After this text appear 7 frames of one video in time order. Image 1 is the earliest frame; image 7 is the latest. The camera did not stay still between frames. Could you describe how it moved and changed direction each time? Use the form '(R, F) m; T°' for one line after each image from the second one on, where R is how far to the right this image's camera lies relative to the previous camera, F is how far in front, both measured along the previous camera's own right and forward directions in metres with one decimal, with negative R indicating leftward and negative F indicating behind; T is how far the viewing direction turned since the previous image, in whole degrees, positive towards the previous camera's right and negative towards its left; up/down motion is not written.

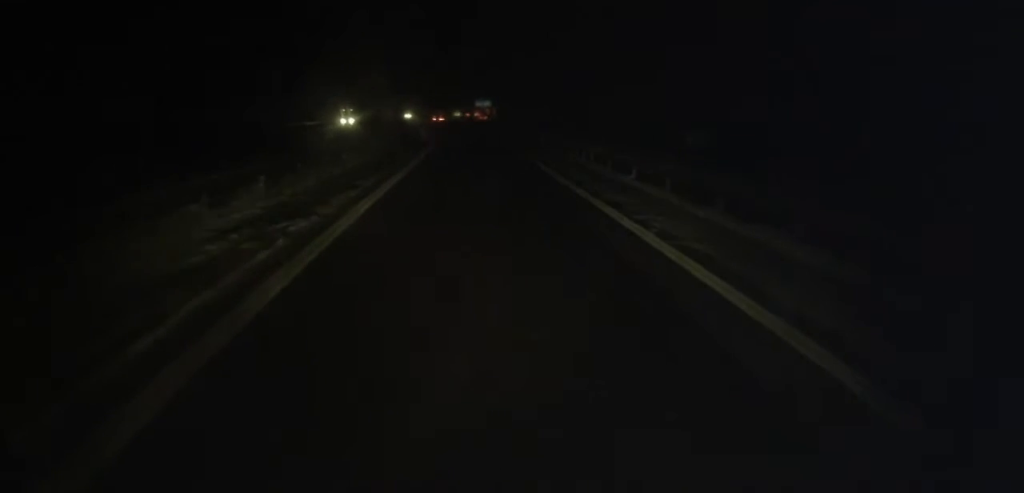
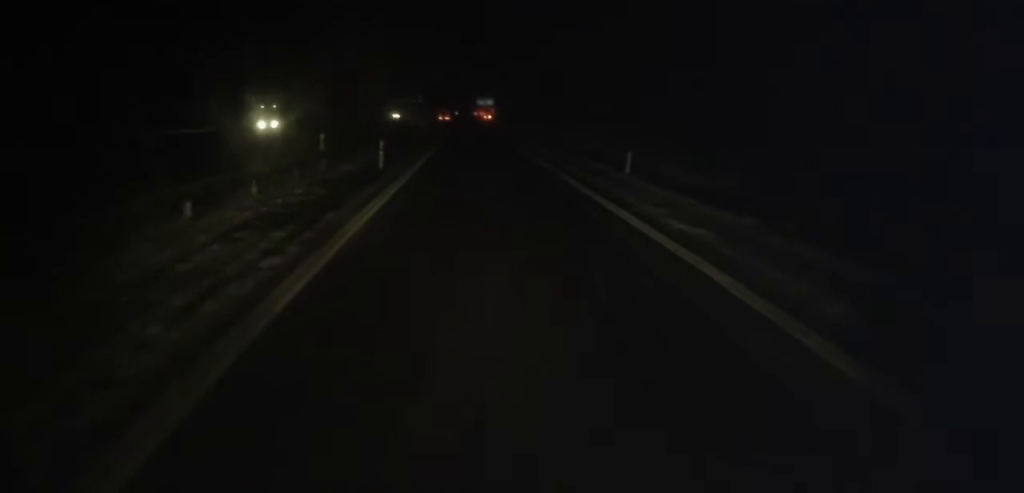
(+0.1, +25.7) m; 0°
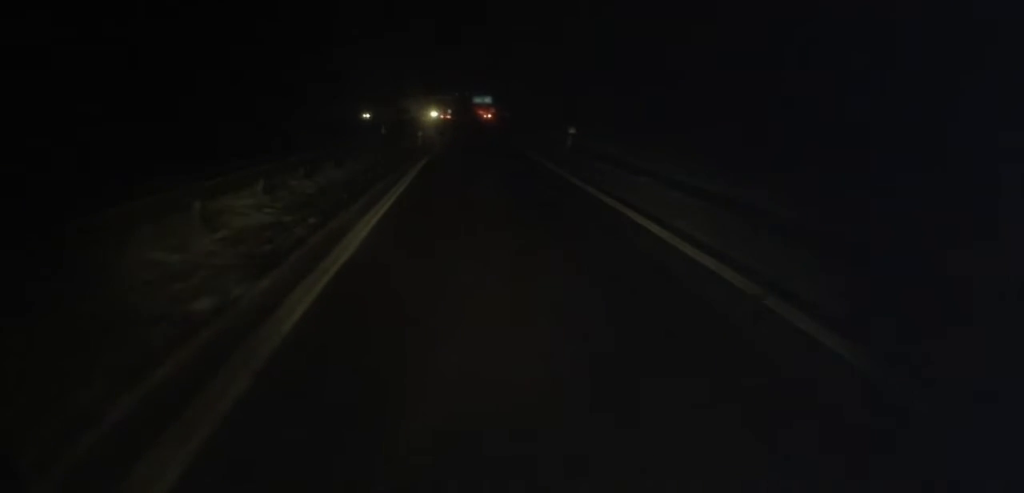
(+0.2, +31.9) m; 0°
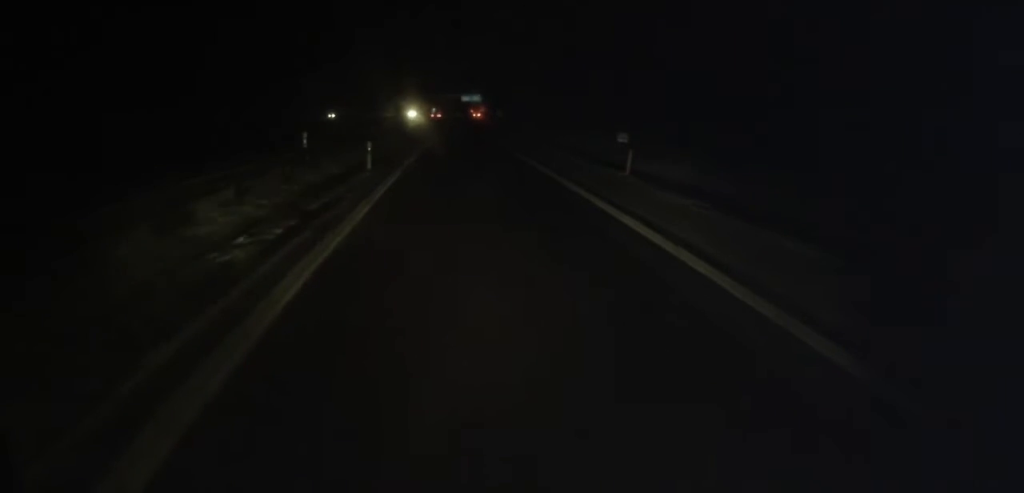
(-0.2, +17.2) m; +1°
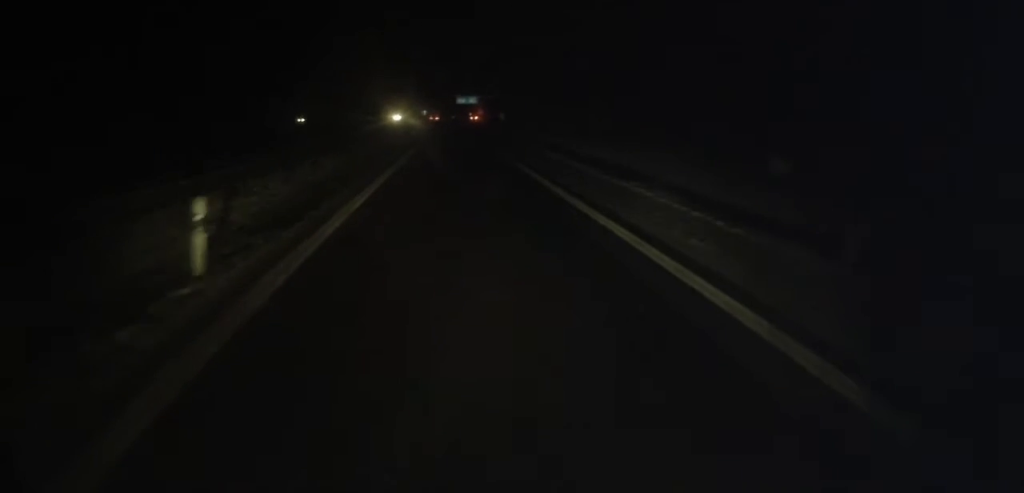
(+0.5, +14.8) m; +2°
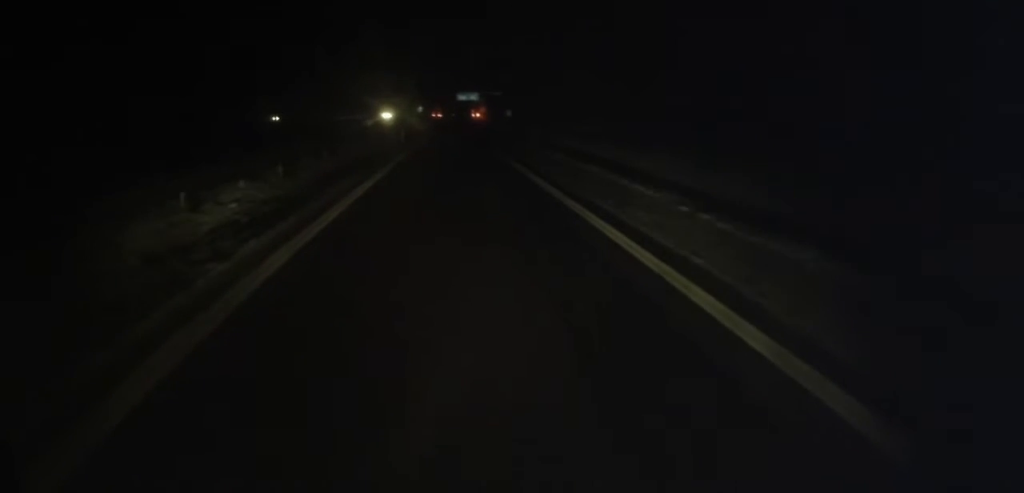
(0.0, +11.3) m; 0°
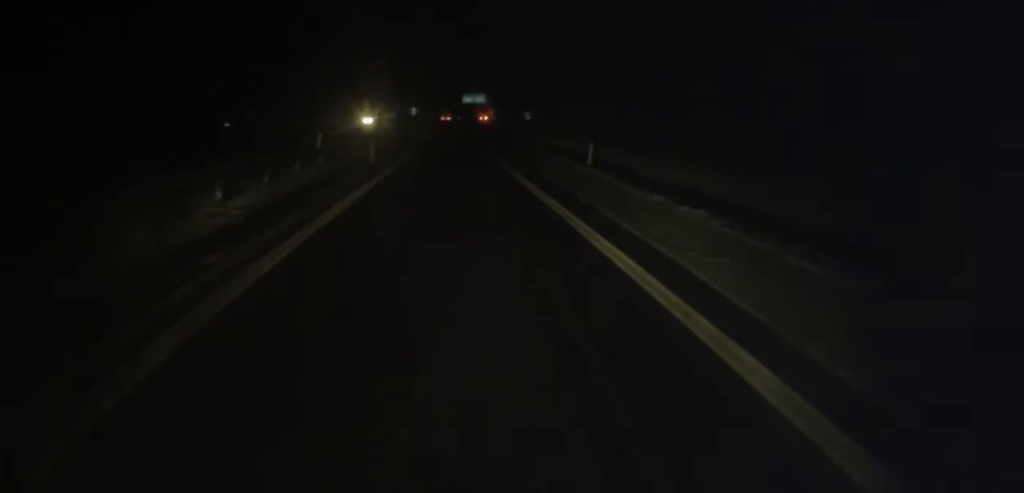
(-0.2, +17.9) m; -1°
